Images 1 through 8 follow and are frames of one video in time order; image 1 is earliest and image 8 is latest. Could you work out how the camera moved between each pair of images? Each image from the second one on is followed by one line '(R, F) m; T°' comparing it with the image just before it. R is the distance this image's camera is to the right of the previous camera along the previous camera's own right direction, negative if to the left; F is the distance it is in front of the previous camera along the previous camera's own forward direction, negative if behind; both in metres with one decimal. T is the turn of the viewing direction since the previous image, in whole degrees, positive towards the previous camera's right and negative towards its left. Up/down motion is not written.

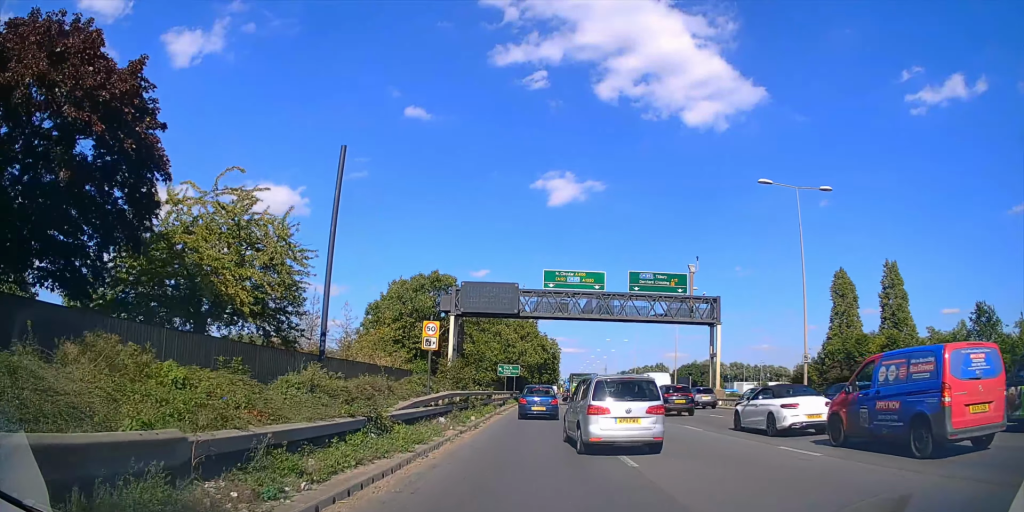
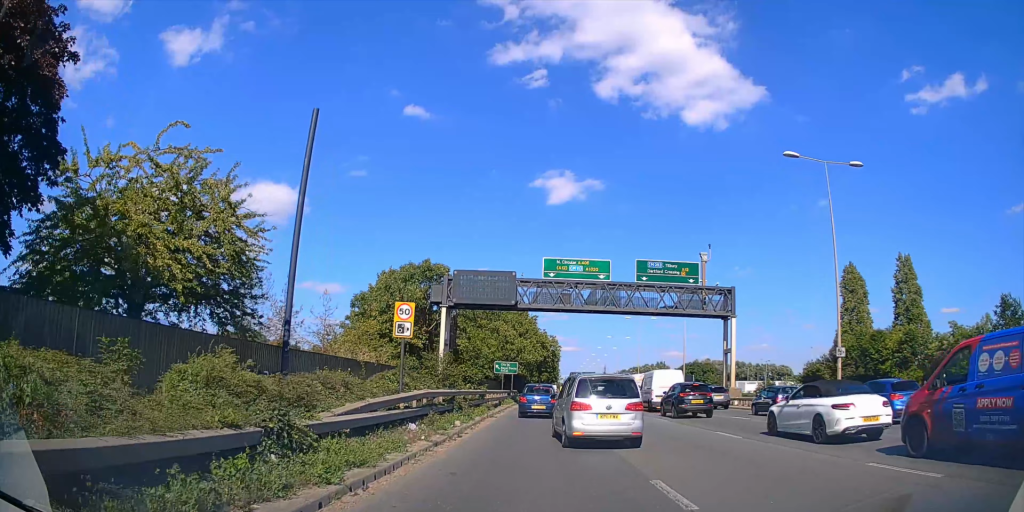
(+0.2, +3.6) m; 0°
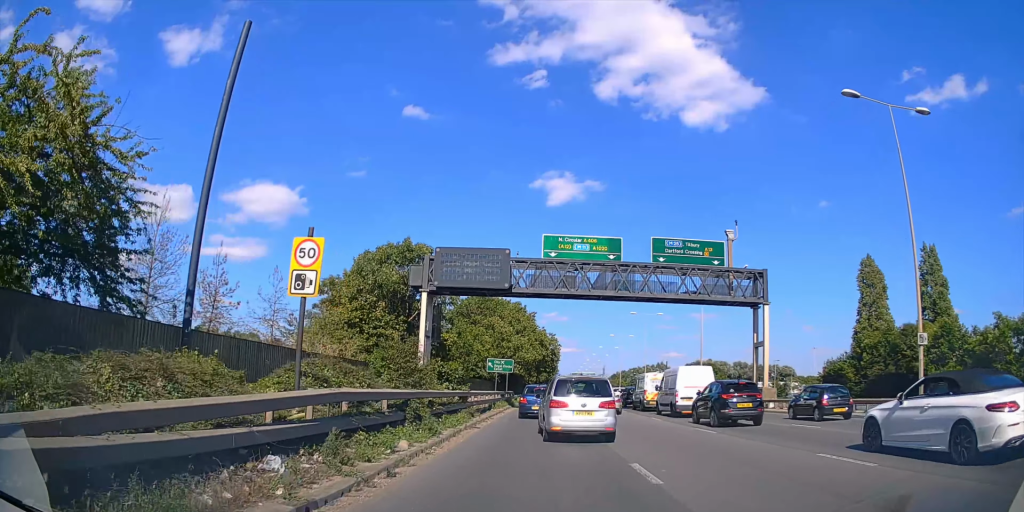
(-0.3, +7.1) m; 0°
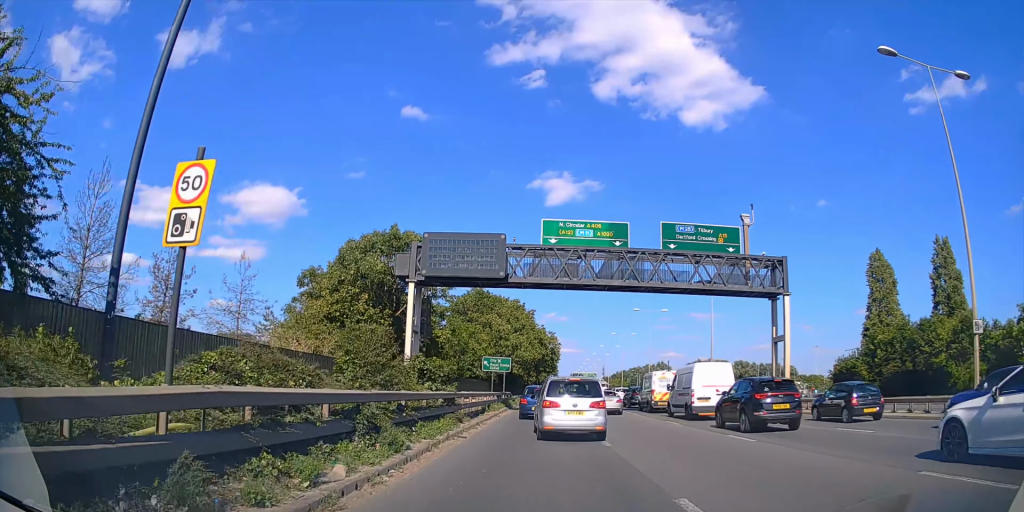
(0.0, +3.4) m; 0°
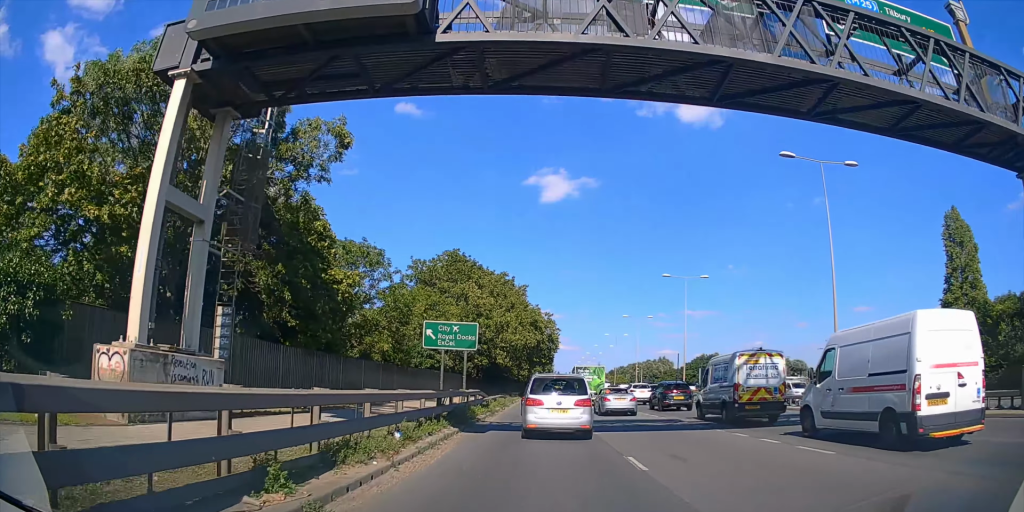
(+0.7, +21.9) m; +1°
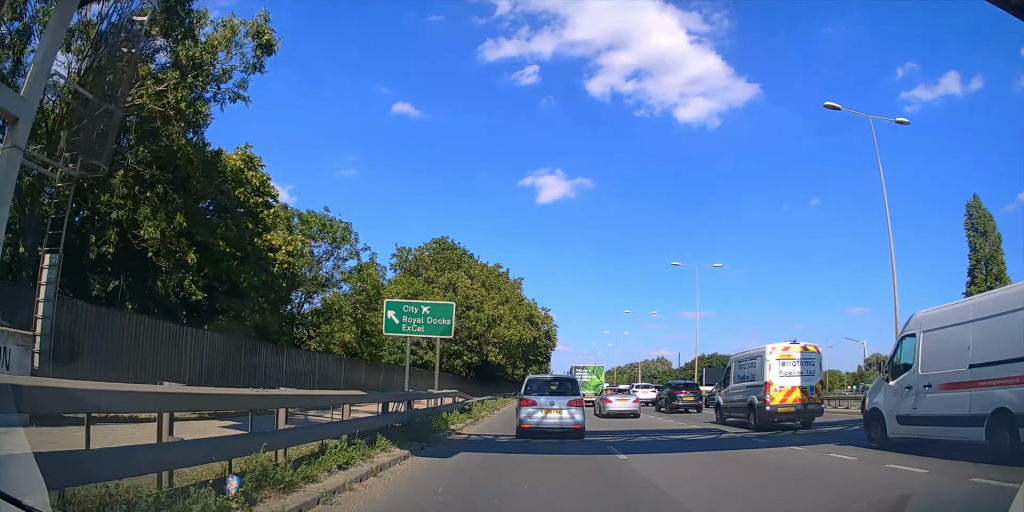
(-0.2, +6.4) m; -1°
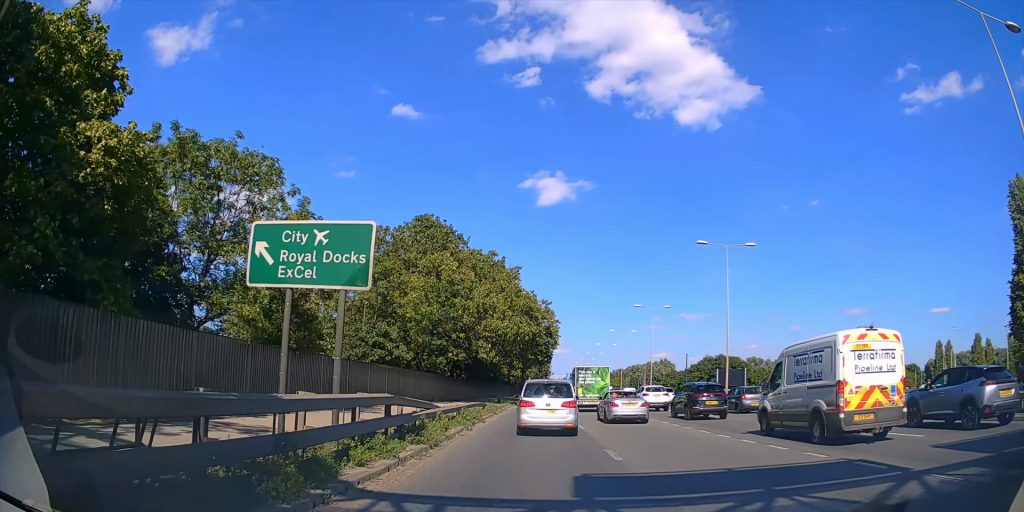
(+0.1, +9.1) m; +3°
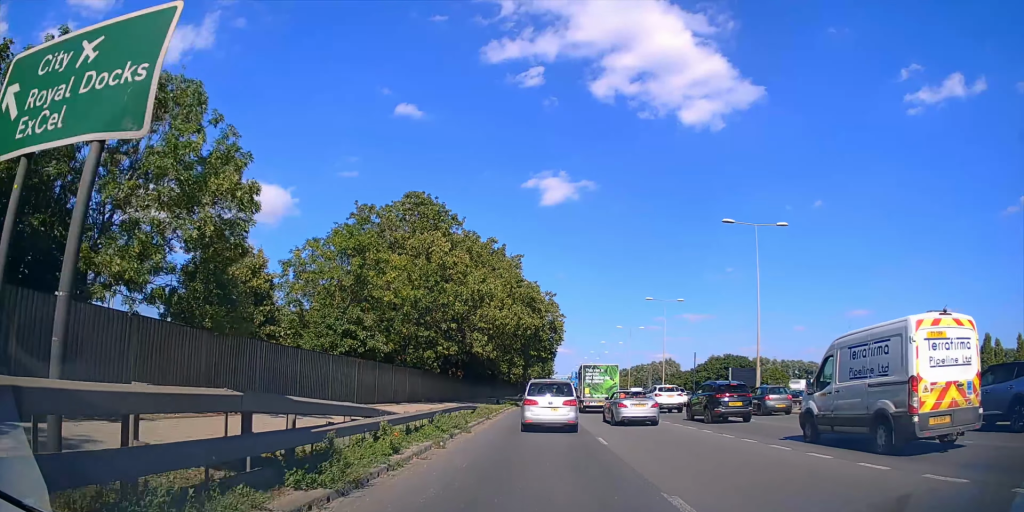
(+0.2, +5.9) m; -1°
